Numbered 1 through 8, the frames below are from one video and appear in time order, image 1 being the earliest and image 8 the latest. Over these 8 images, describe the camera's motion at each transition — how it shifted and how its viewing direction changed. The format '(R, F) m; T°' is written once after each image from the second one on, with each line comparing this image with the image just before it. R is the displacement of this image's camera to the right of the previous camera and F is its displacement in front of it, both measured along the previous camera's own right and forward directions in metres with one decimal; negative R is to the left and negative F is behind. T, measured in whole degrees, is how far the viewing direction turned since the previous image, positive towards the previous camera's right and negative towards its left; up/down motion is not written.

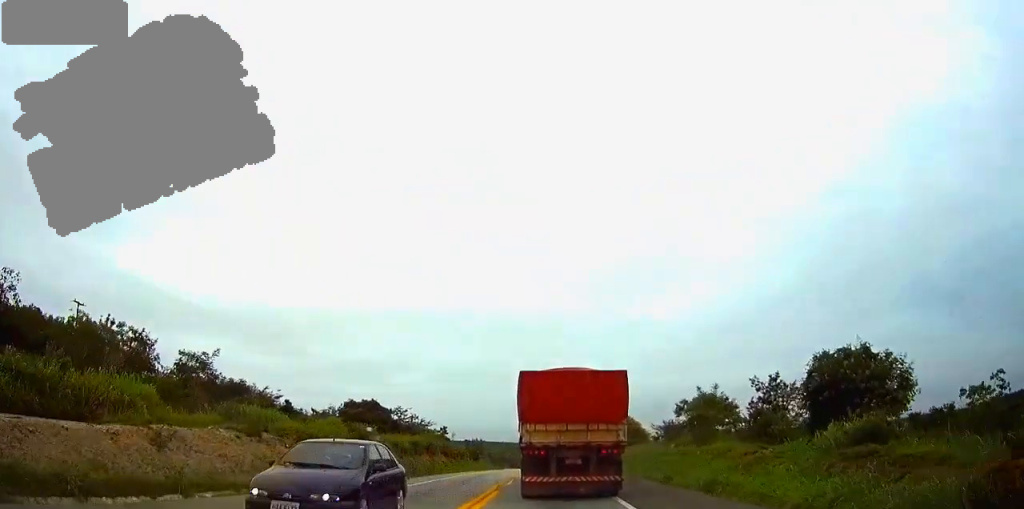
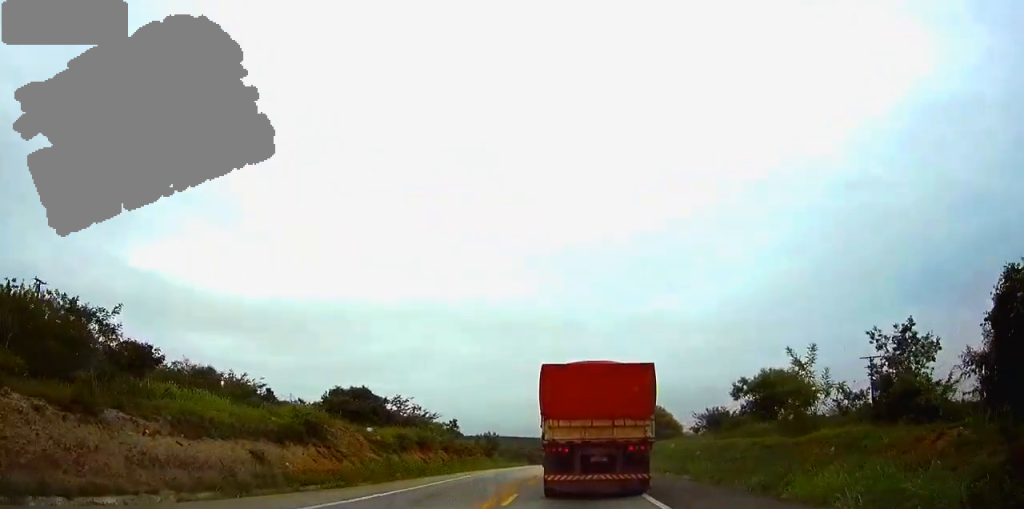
(+0.1, +11.0) m; 0°
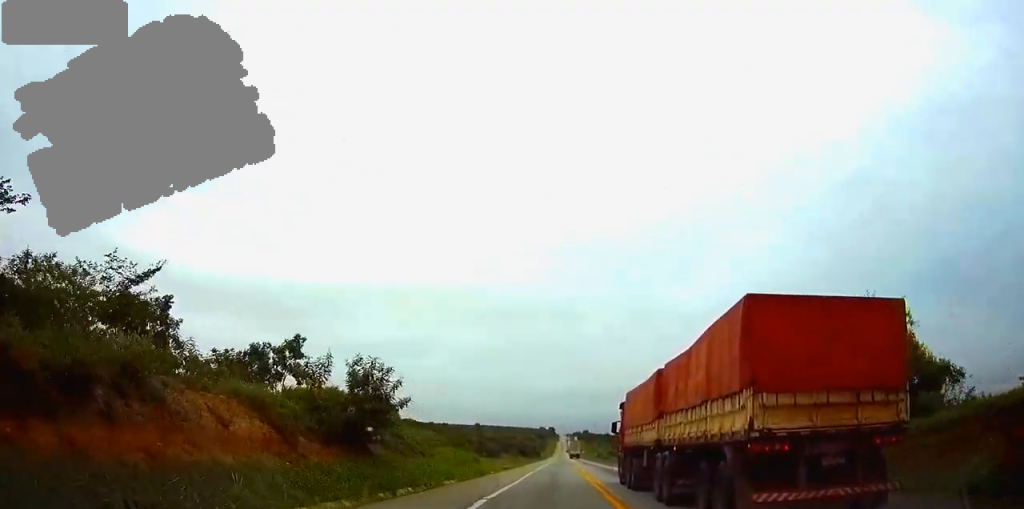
(-0.9, +65.0) m; 0°
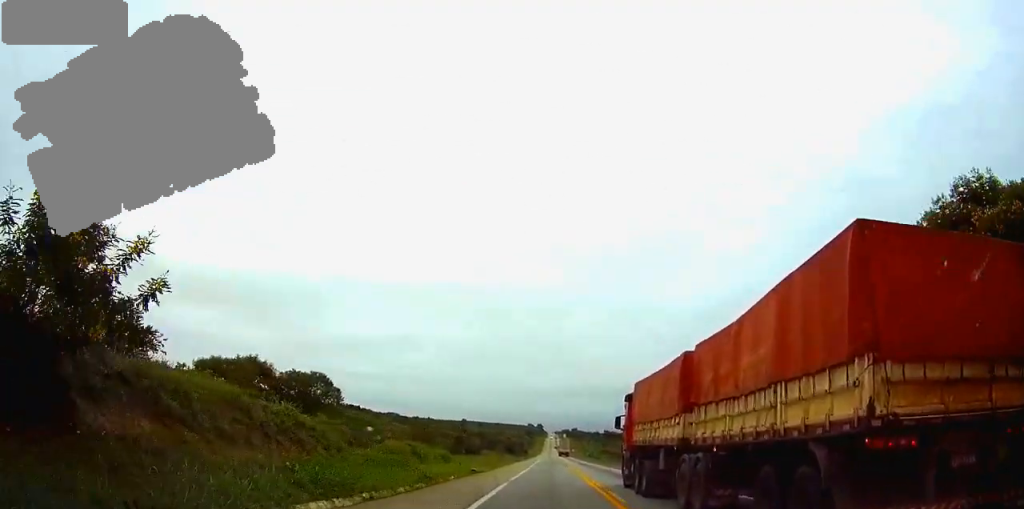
(+0.2, +17.2) m; +1°
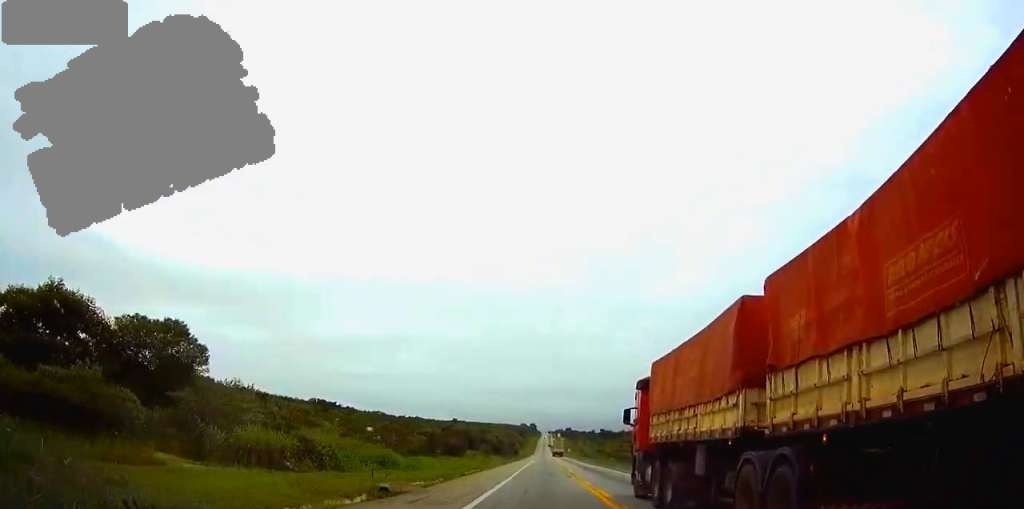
(+0.2, +22.9) m; 0°
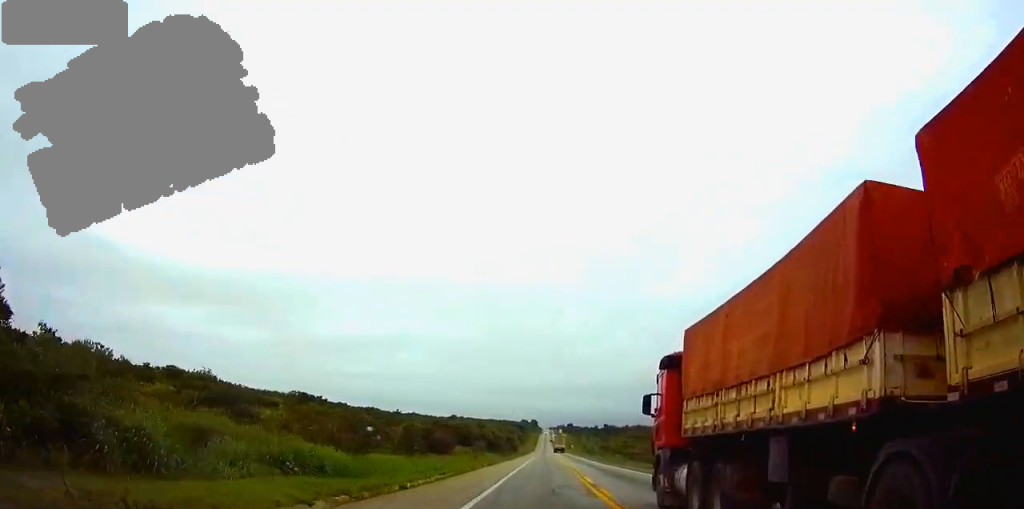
(0.0, +17.2) m; 0°
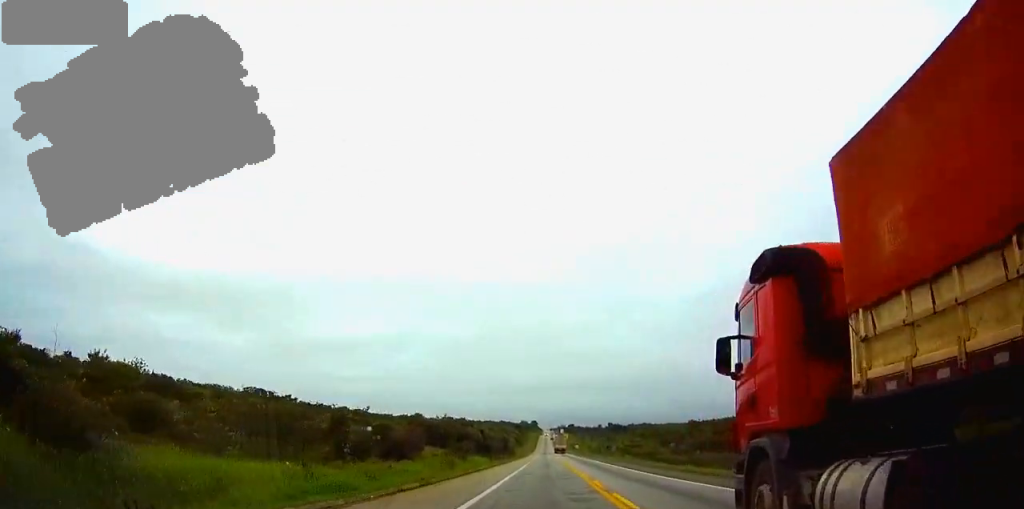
(-0.1, +29.0) m; 0°
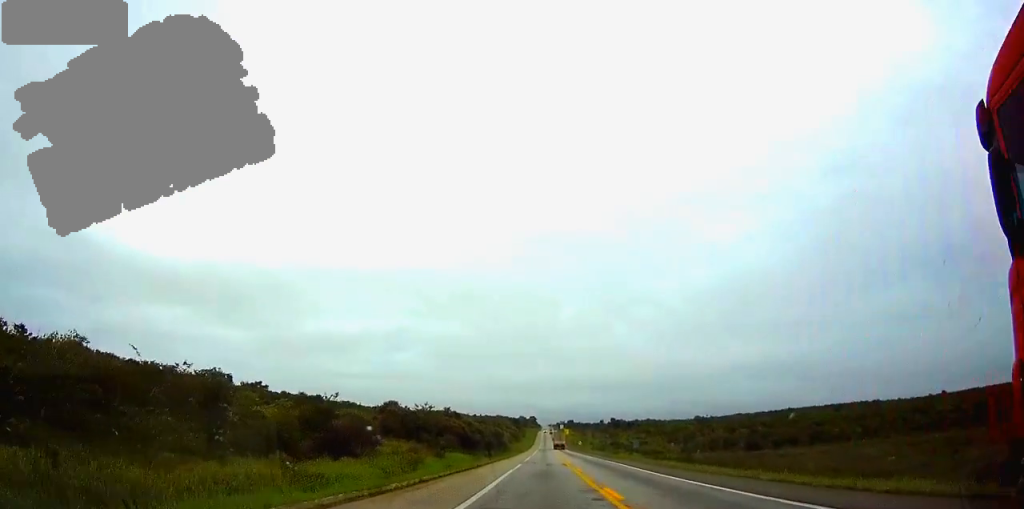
(+0.1, +22.0) m; 0°
